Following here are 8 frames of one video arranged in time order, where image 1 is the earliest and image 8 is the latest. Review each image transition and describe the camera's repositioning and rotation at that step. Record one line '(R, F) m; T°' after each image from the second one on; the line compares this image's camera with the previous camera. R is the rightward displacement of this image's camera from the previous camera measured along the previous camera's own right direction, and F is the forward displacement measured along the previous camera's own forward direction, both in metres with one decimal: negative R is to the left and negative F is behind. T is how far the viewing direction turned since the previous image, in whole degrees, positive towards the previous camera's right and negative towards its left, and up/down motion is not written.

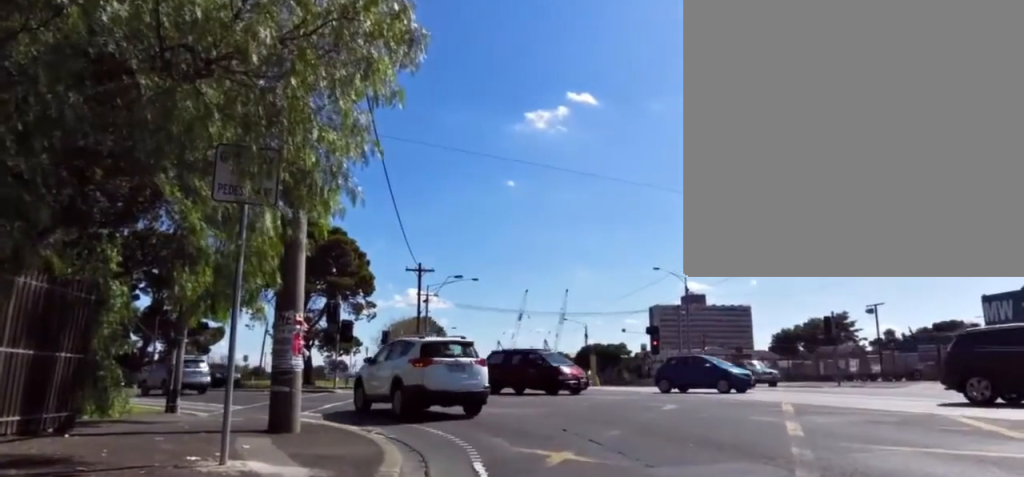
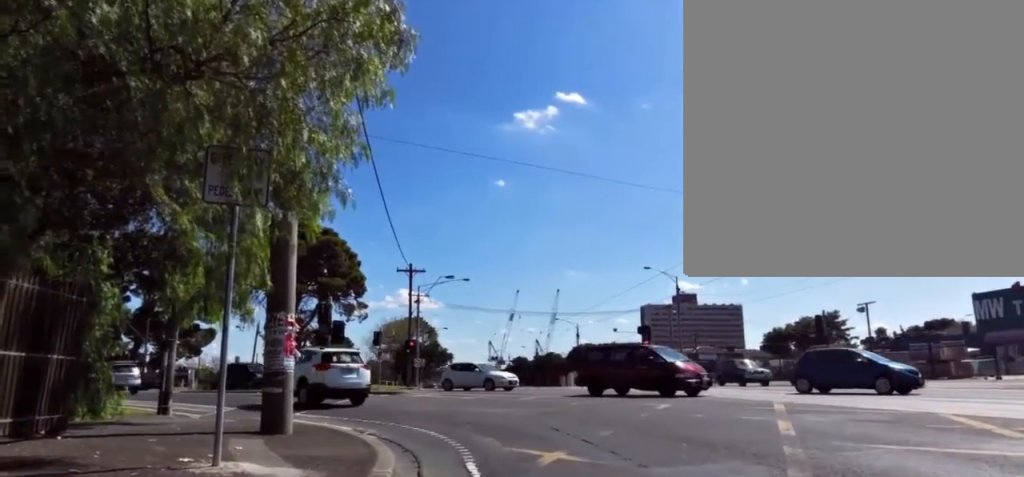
(0.0, 0.0) m; 0°
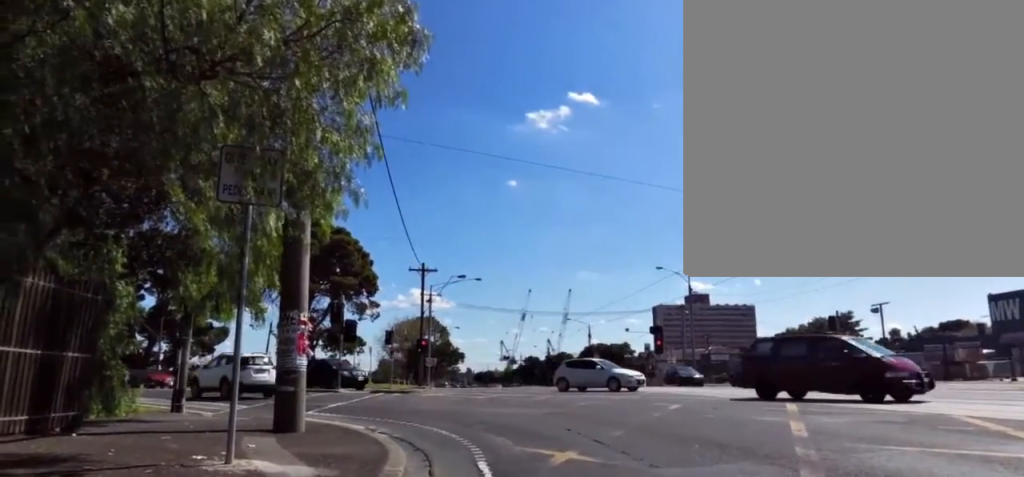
(0.0, 0.0) m; 0°
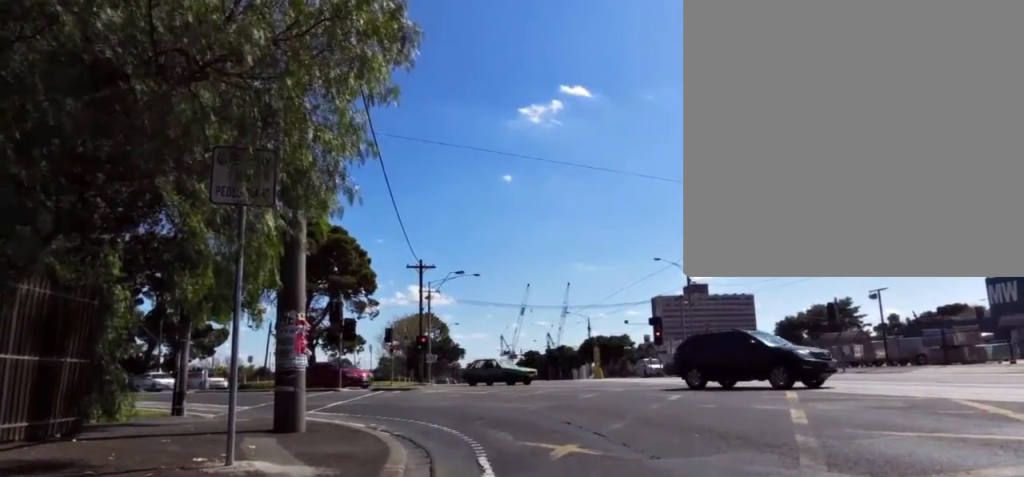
(0.0, 0.0) m; 0°
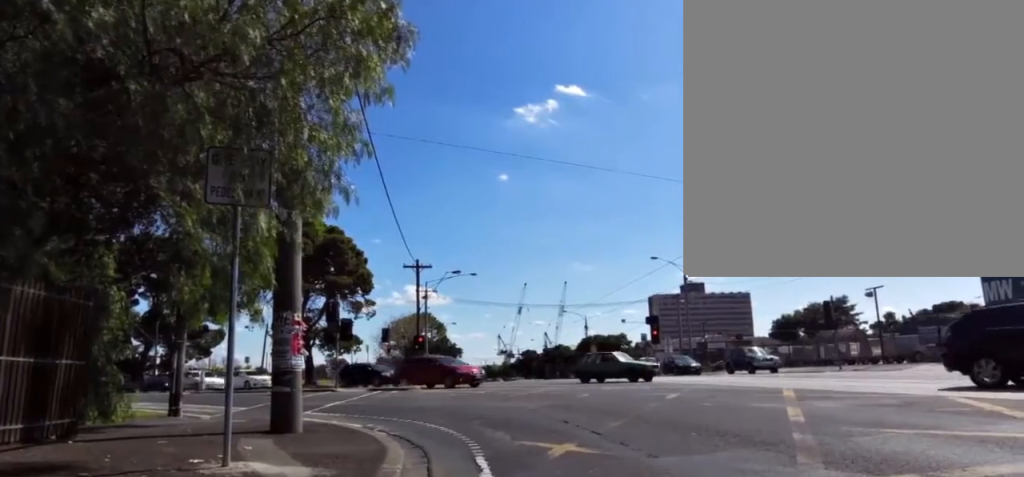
(0.0, 0.0) m; 0°
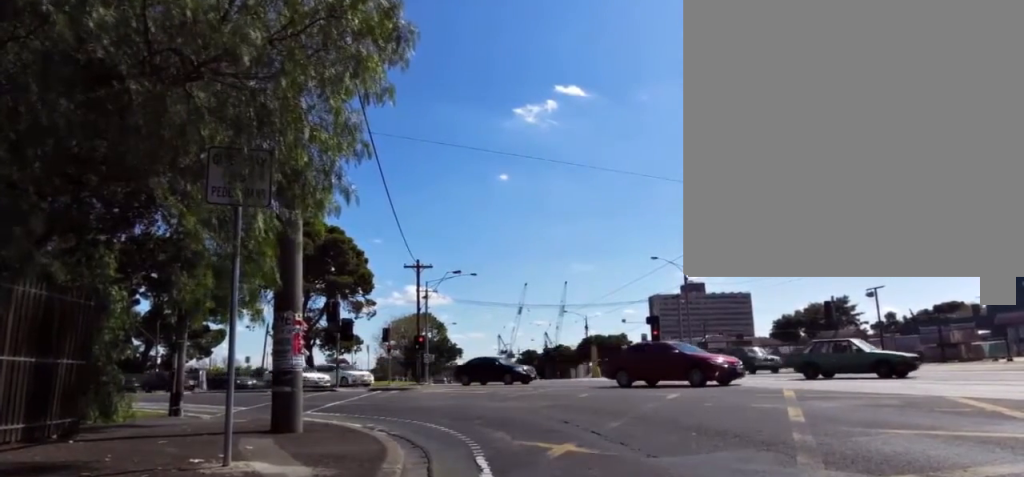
(0.0, 0.0) m; 0°
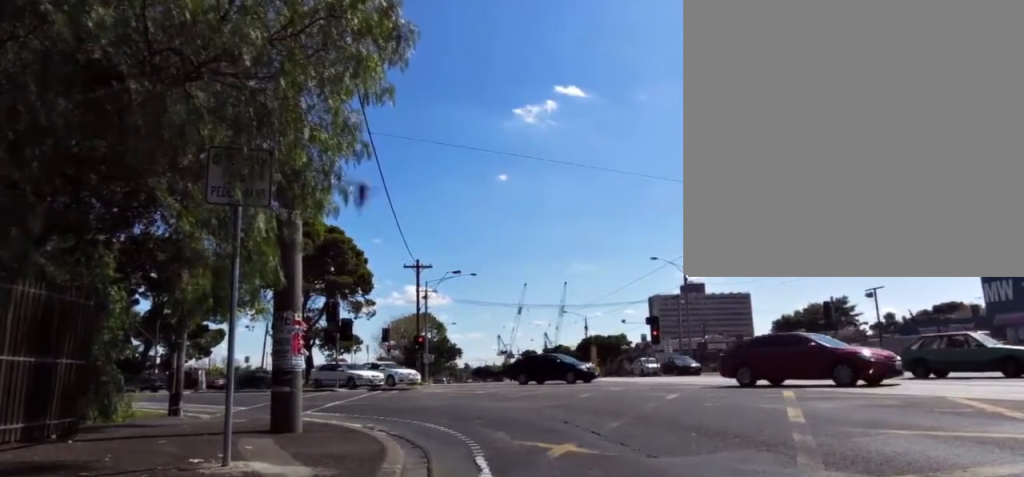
(0.0, 0.0) m; 0°
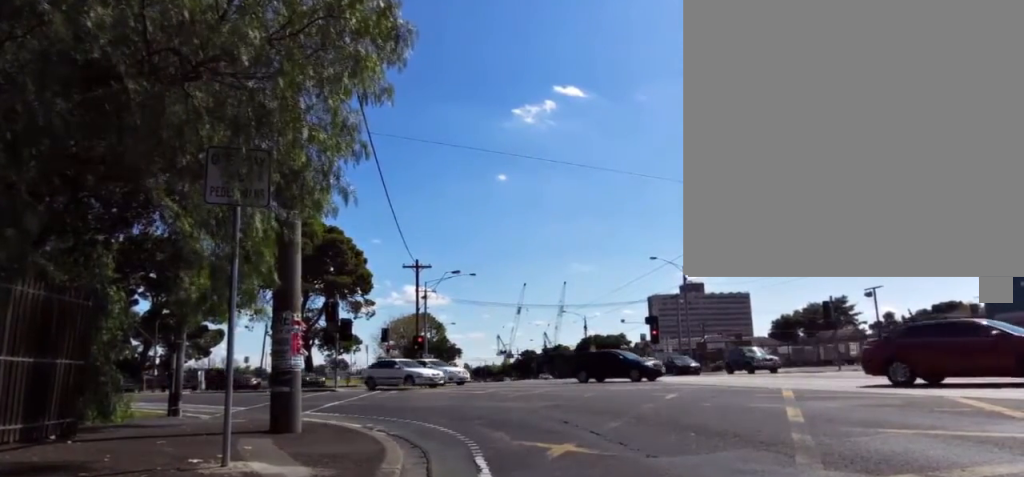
(0.0, 0.0) m; 0°
